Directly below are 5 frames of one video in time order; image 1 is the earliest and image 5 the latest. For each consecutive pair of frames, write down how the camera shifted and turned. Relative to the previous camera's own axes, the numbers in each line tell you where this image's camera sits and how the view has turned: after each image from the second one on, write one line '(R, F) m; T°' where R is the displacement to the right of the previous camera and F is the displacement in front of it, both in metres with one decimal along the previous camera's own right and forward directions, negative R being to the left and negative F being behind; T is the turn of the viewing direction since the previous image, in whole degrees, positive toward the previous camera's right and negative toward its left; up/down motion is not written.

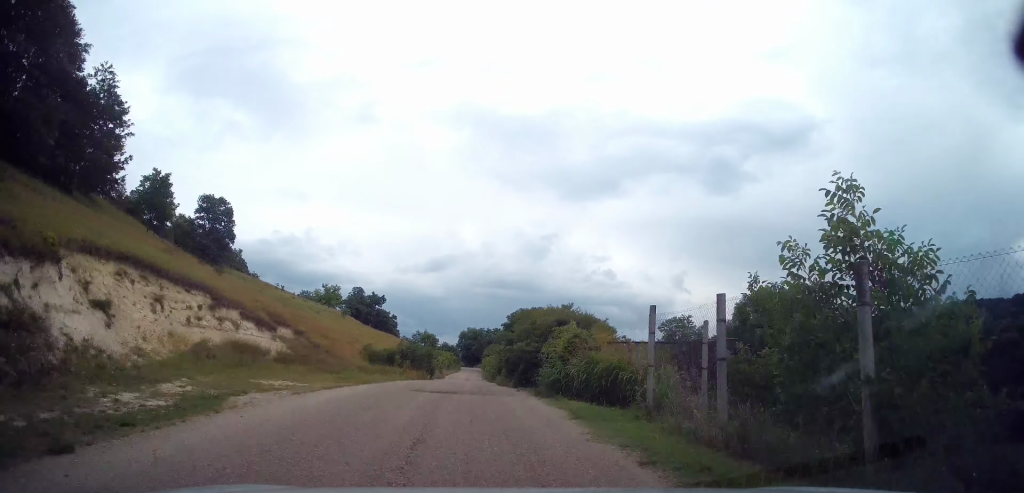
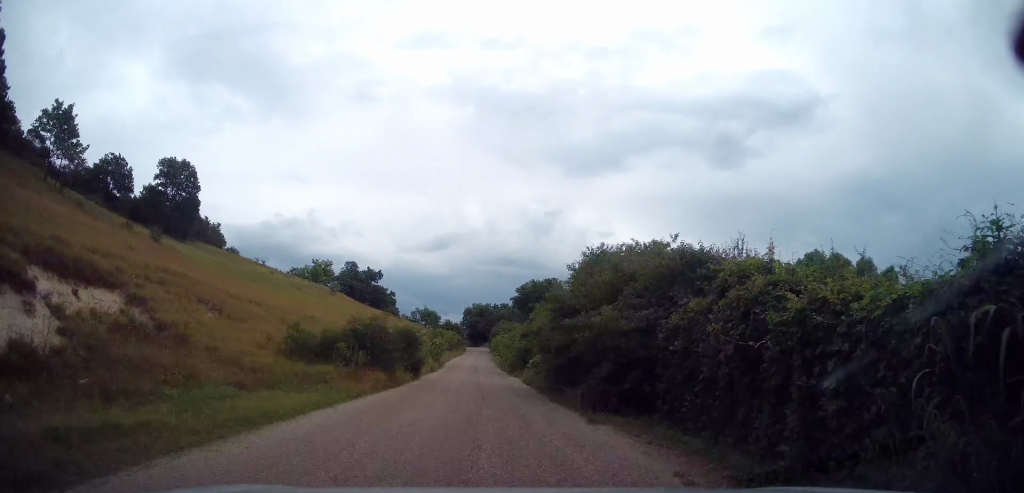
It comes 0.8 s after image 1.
(-0.2, +14.6) m; 0°
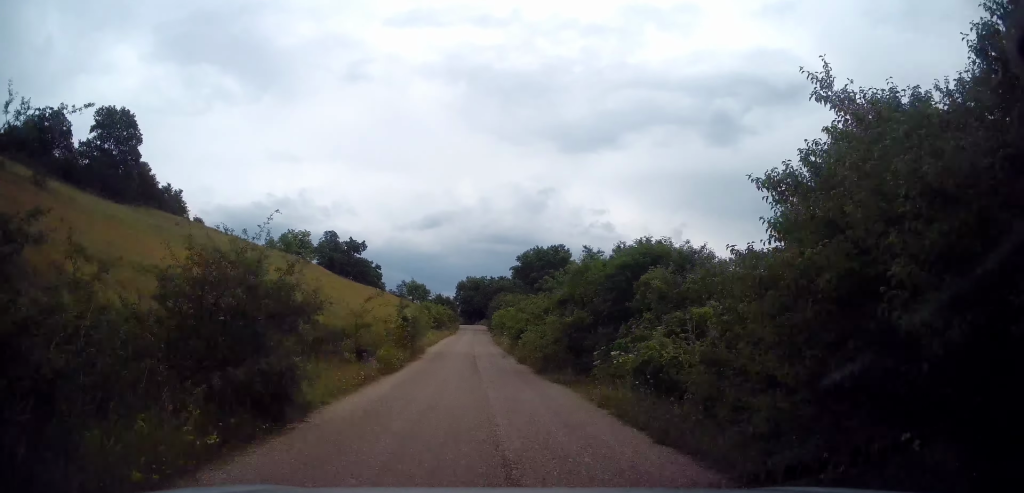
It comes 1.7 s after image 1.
(+0.2, +15.4) m; -1°
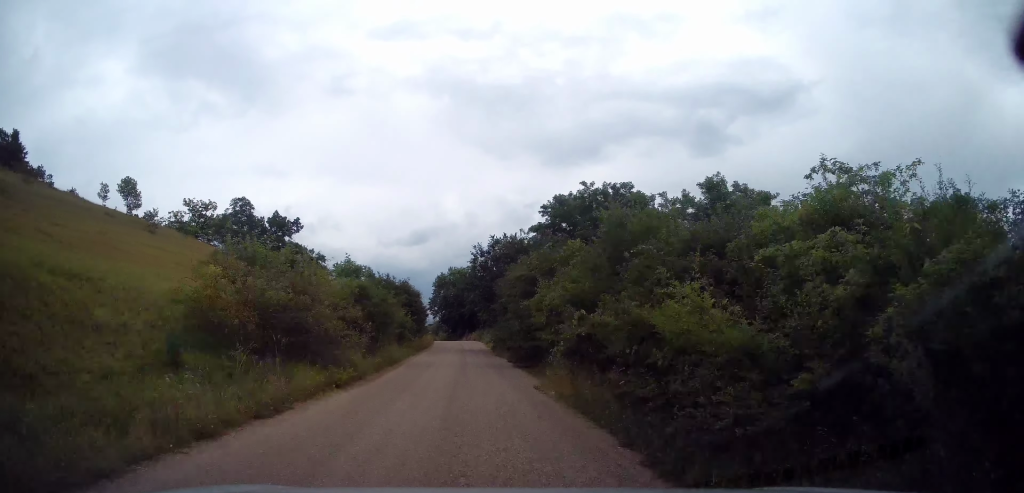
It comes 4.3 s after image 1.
(+1.2, +46.5) m; +3°
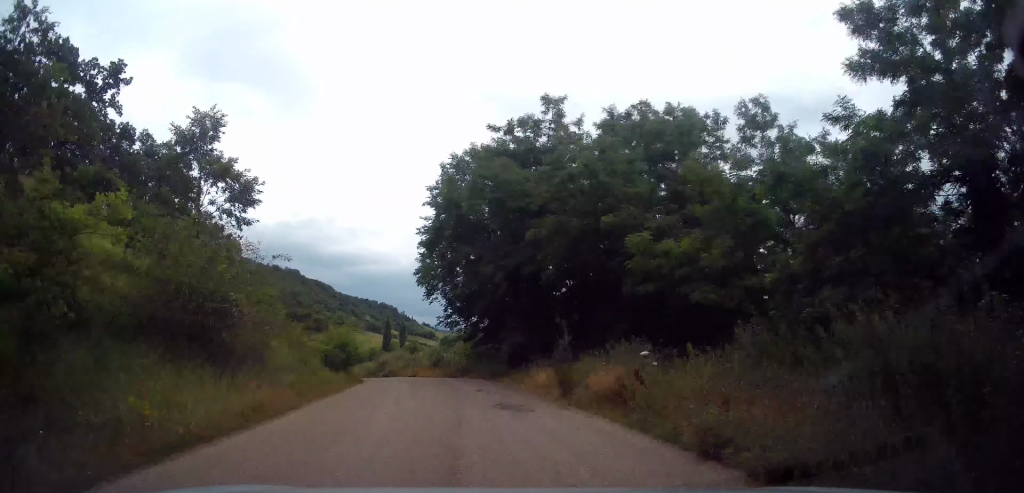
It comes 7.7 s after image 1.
(-2.4, +60.5) m; -7°
